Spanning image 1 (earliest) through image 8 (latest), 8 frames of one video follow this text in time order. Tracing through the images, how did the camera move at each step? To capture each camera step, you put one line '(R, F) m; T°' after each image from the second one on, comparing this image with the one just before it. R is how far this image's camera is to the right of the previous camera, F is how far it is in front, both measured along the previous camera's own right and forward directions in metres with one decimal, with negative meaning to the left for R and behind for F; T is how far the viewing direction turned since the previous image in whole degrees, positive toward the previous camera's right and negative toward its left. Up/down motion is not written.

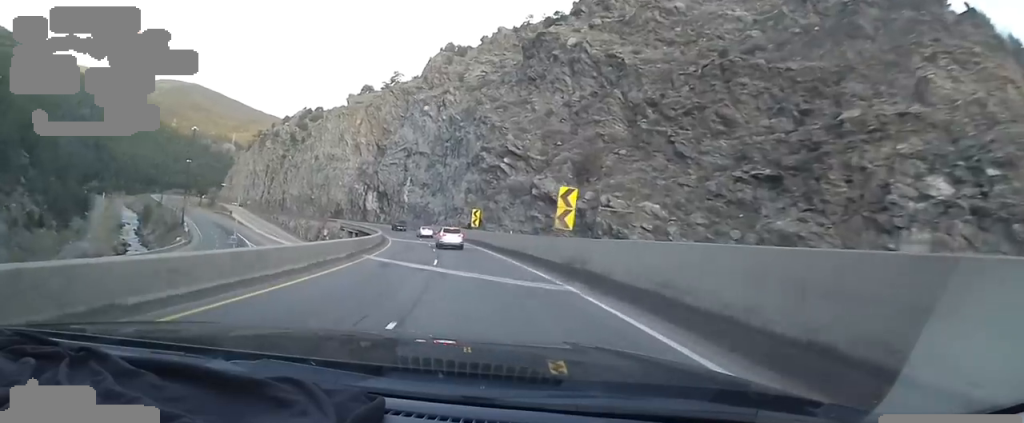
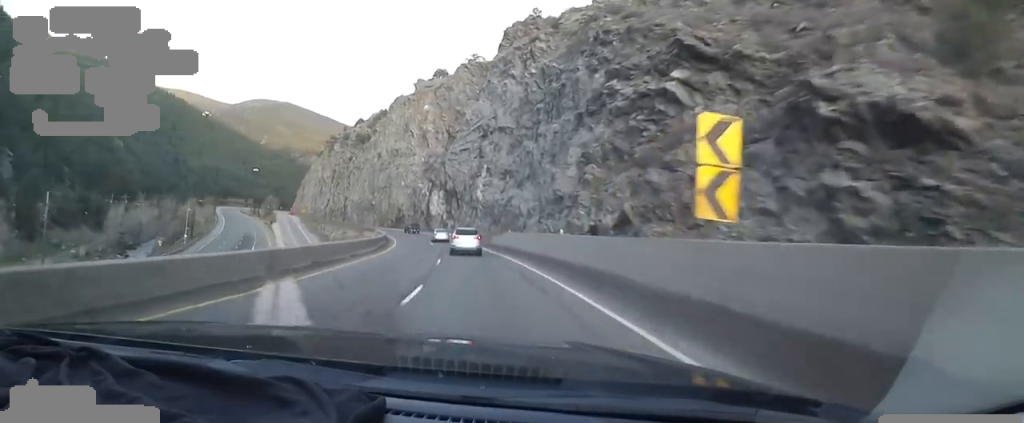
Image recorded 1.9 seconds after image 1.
(-3.2, +43.1) m; -12°
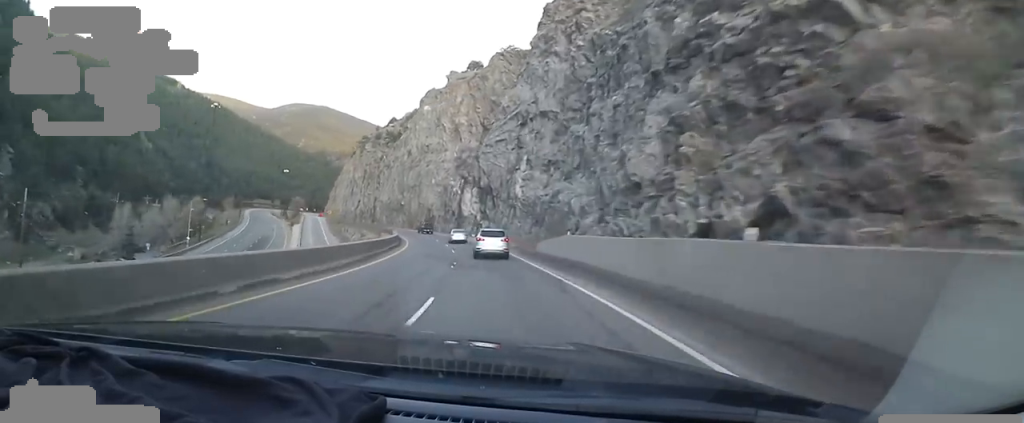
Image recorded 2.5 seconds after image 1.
(-0.9, +13.5) m; -4°
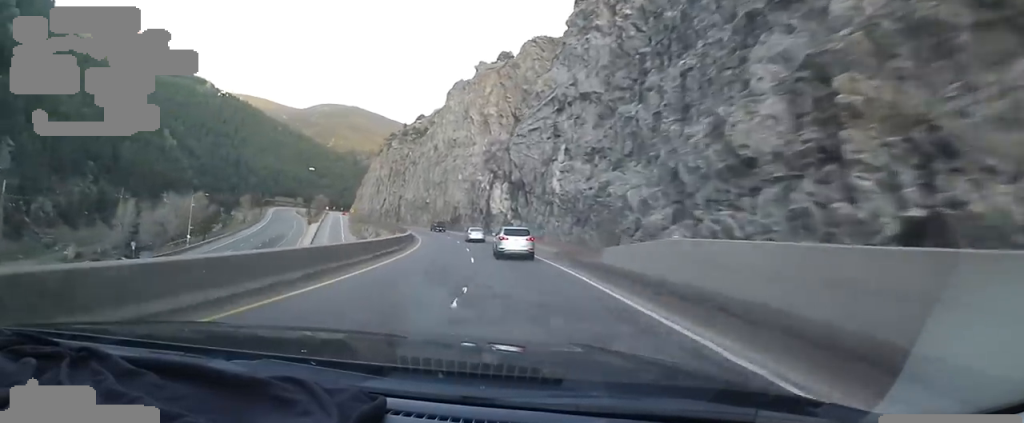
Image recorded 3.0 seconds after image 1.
(+0.1, +10.4) m; -2°
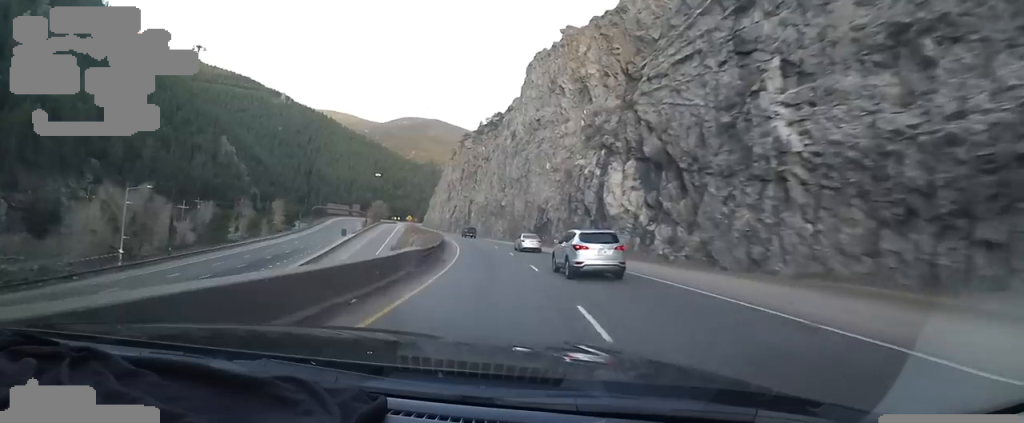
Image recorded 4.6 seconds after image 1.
(-3.6, +36.8) m; -12°
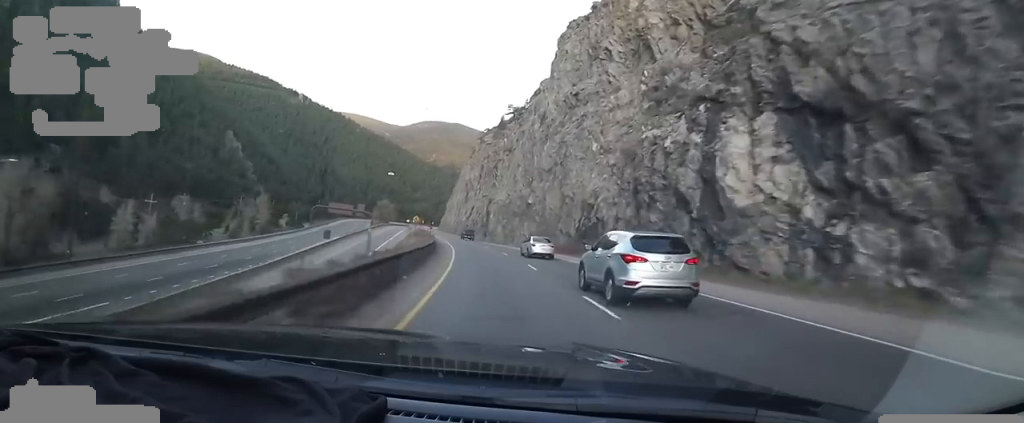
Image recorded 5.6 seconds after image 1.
(-1.2, +22.2) m; -7°
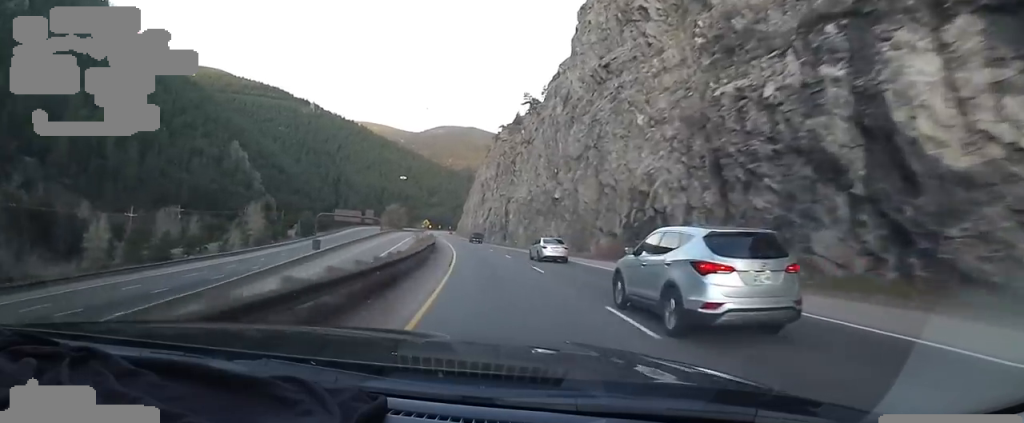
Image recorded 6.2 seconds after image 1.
(-0.8, +13.5) m; -3°
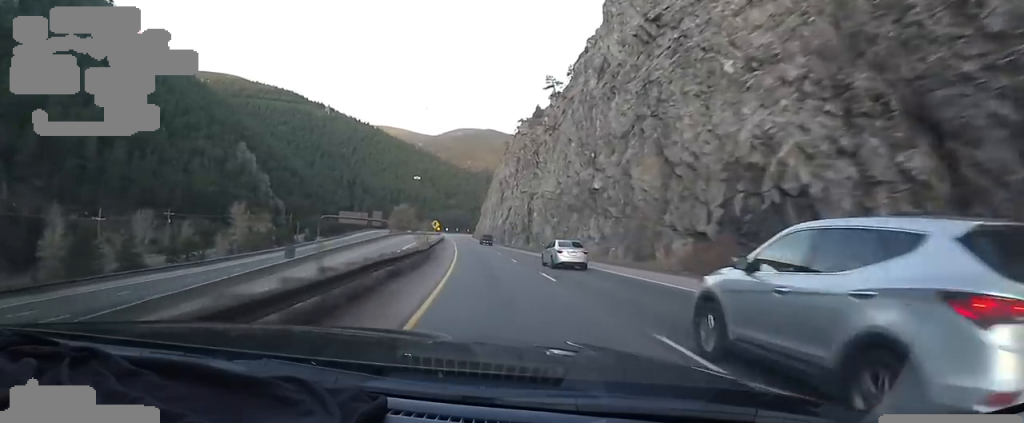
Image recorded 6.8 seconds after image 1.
(-0.5, +15.7) m; -3°
